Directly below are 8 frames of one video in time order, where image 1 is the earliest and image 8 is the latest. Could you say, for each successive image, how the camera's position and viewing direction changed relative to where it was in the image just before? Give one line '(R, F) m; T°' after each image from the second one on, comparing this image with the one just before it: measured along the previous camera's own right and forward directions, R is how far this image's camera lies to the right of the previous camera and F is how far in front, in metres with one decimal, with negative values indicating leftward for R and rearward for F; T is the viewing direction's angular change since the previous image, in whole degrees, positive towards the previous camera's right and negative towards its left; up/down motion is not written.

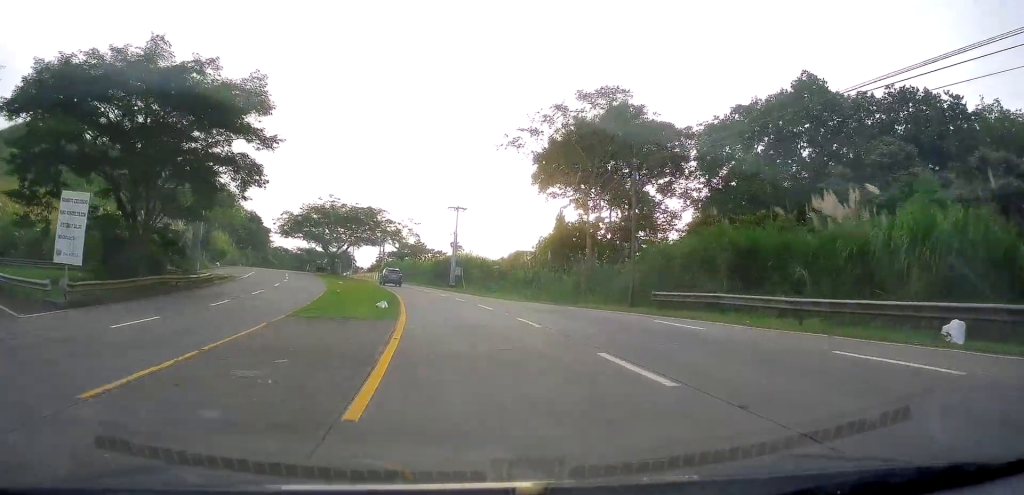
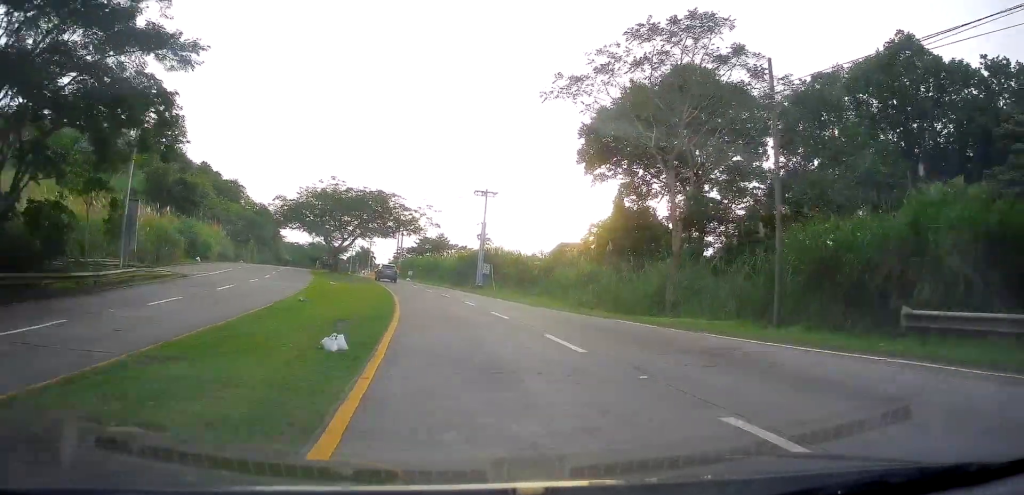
(-0.1, +12.5) m; -1°
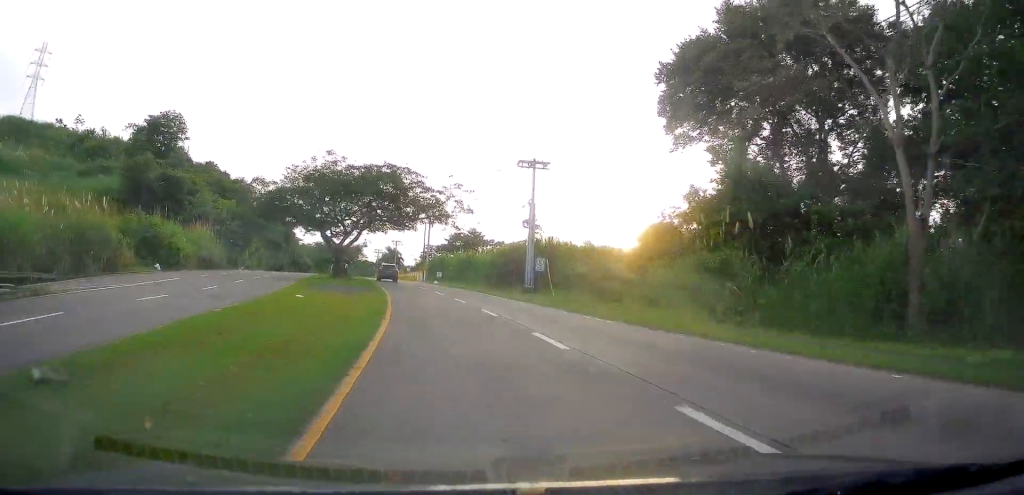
(0.0, +15.4) m; 0°
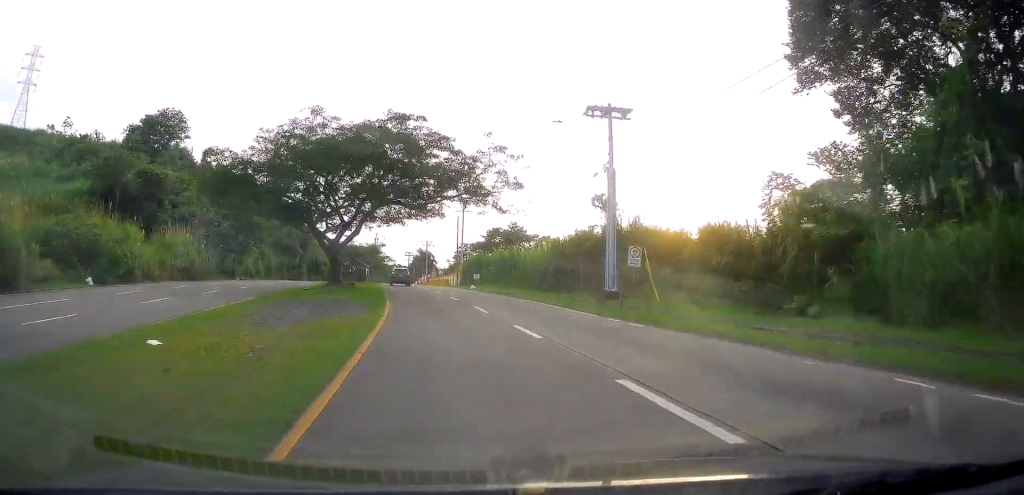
(0.0, +14.4) m; -1°
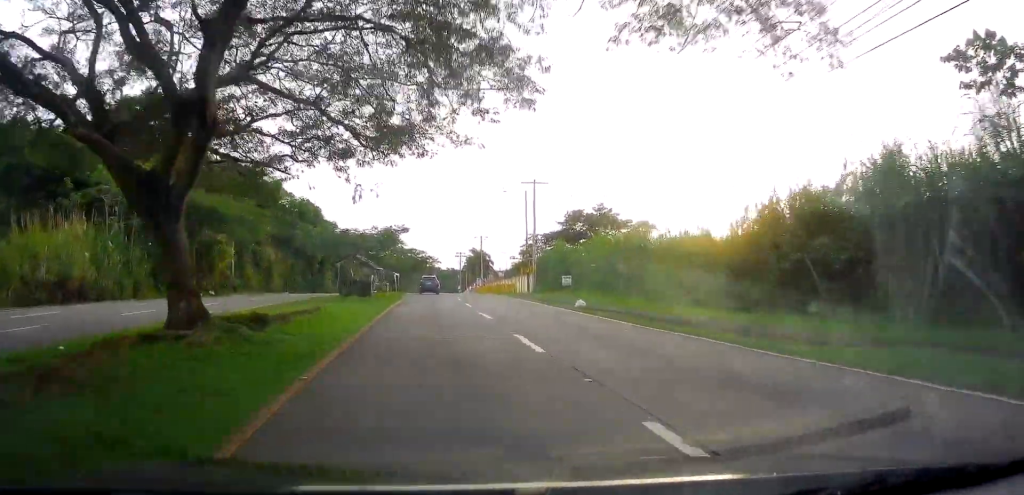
(-1.8, +25.9) m; -8°
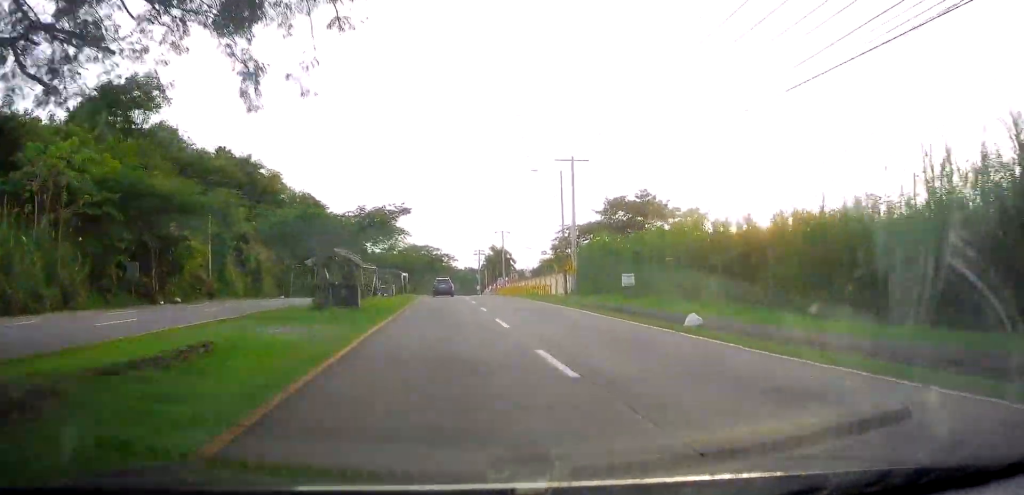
(-0.3, +10.4) m; -2°
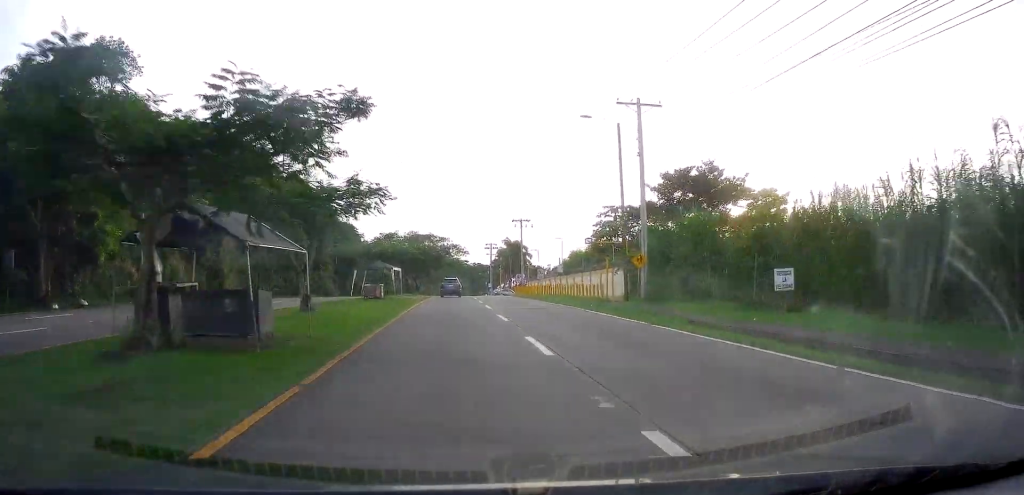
(+0.2, +13.9) m; -1°
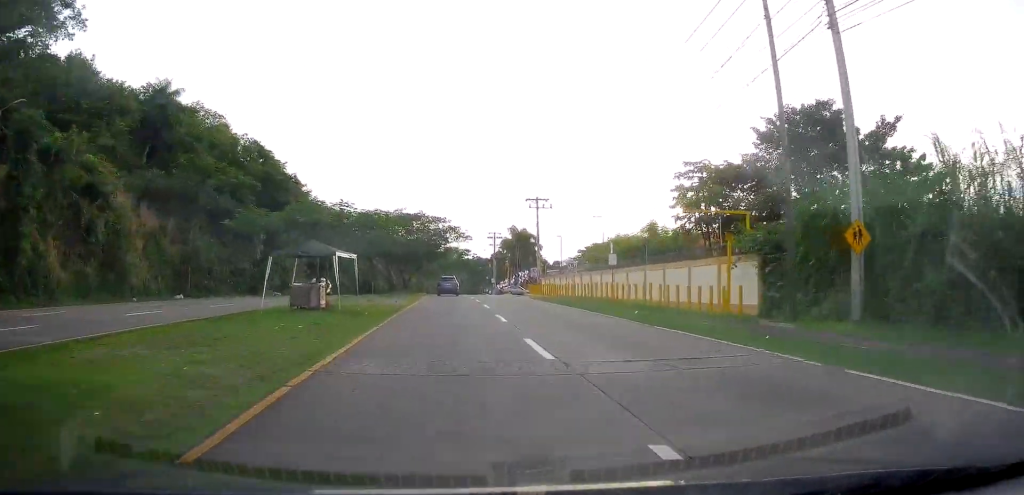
(-0.7, +16.8) m; -2°
